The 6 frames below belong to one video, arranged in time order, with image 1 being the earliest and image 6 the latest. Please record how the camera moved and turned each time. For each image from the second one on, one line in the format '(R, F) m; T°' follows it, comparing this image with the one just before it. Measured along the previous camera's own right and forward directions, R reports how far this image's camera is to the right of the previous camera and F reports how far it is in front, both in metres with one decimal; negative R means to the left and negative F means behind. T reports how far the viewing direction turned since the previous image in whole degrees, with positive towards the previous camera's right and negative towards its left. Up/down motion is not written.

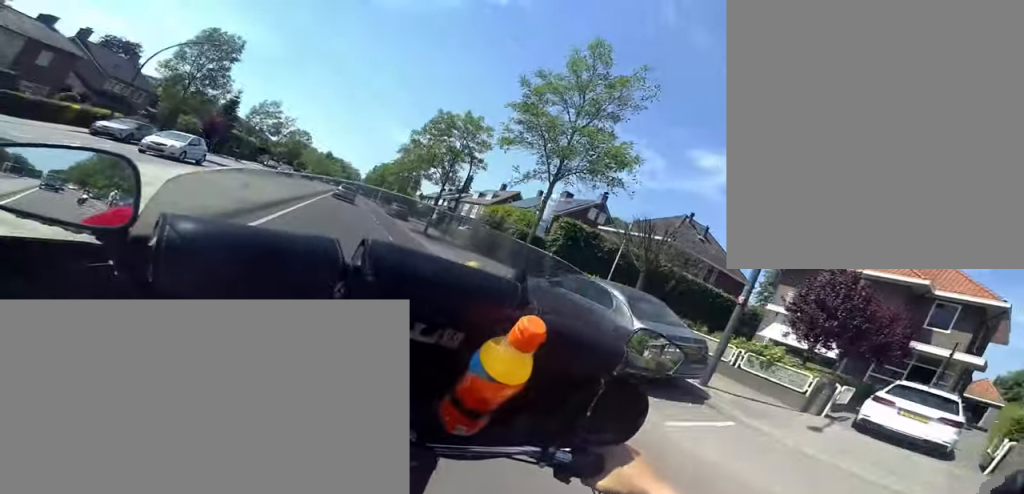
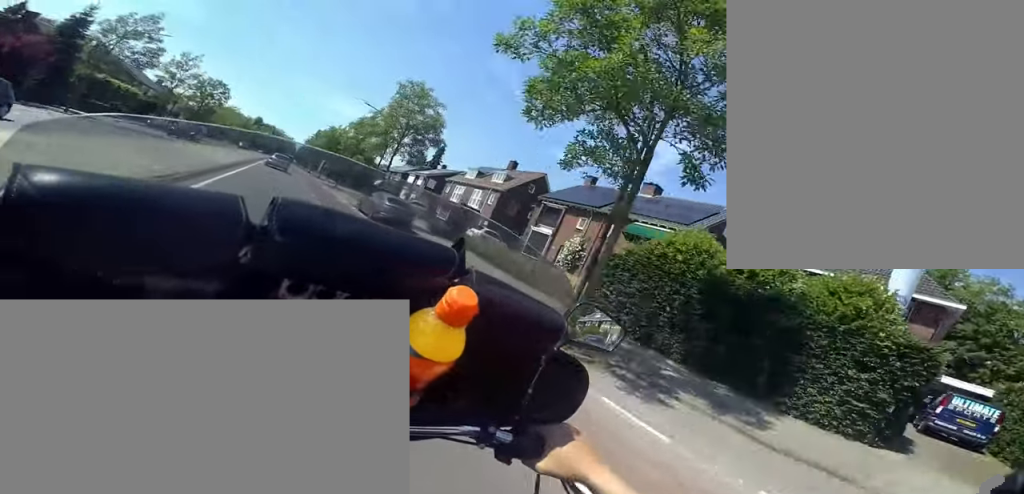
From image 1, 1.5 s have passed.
(-0.8, +18.9) m; 0°
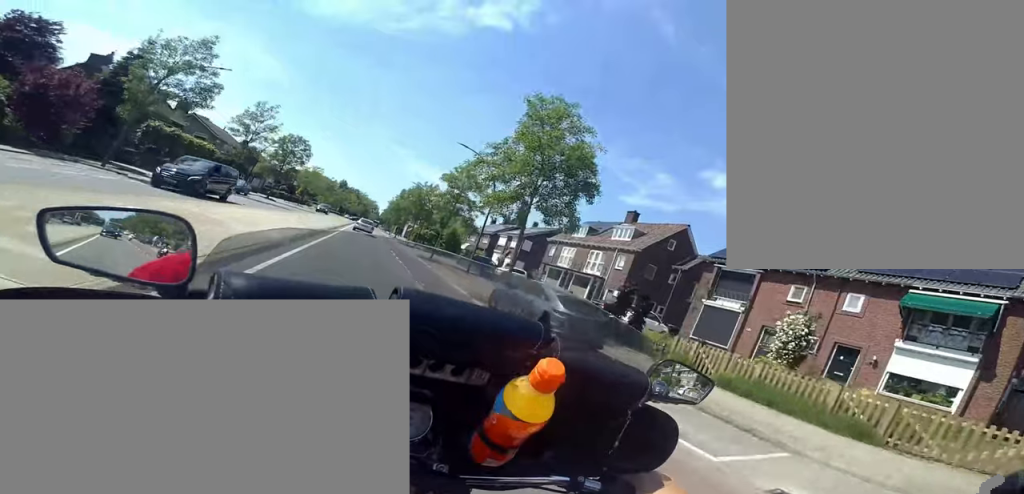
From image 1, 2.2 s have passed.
(+1.1, +8.9) m; 0°
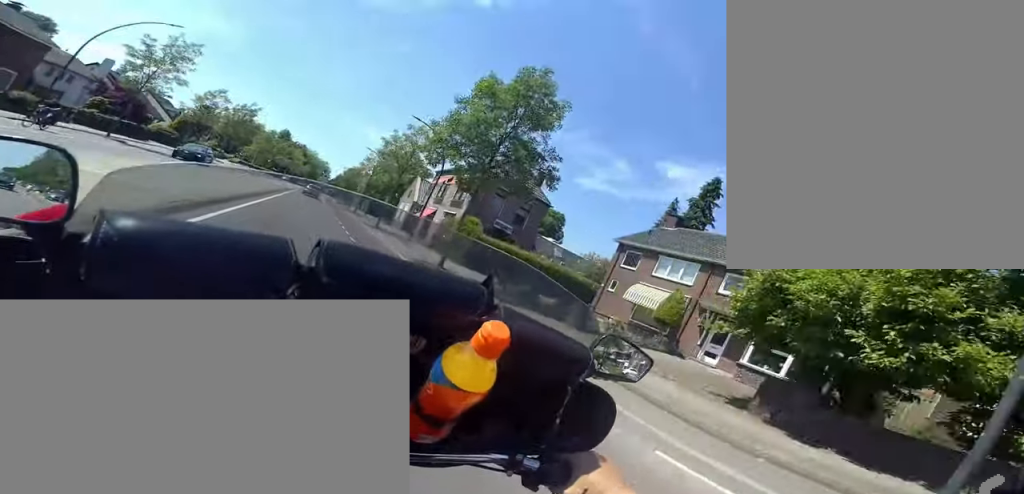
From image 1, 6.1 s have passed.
(-0.1, +48.2) m; 0°
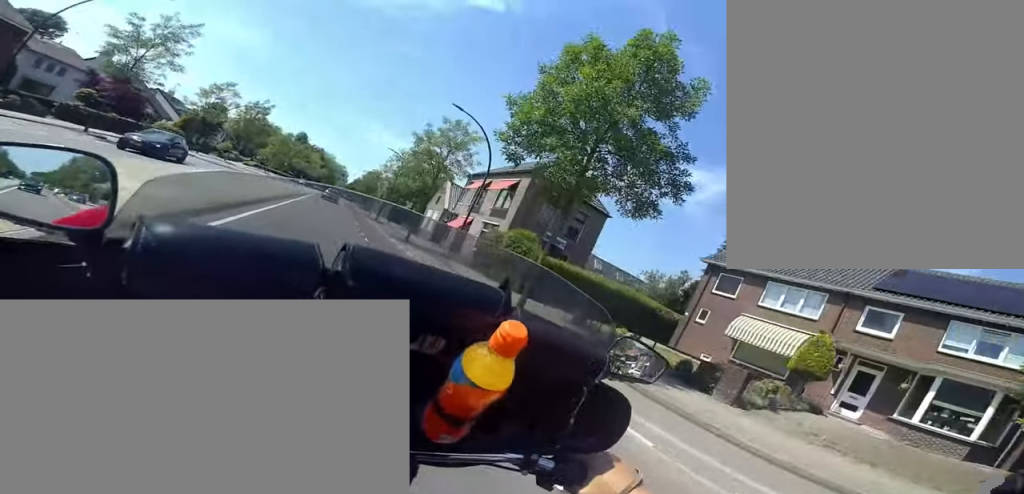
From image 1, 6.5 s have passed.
(+0.5, +5.7) m; 0°
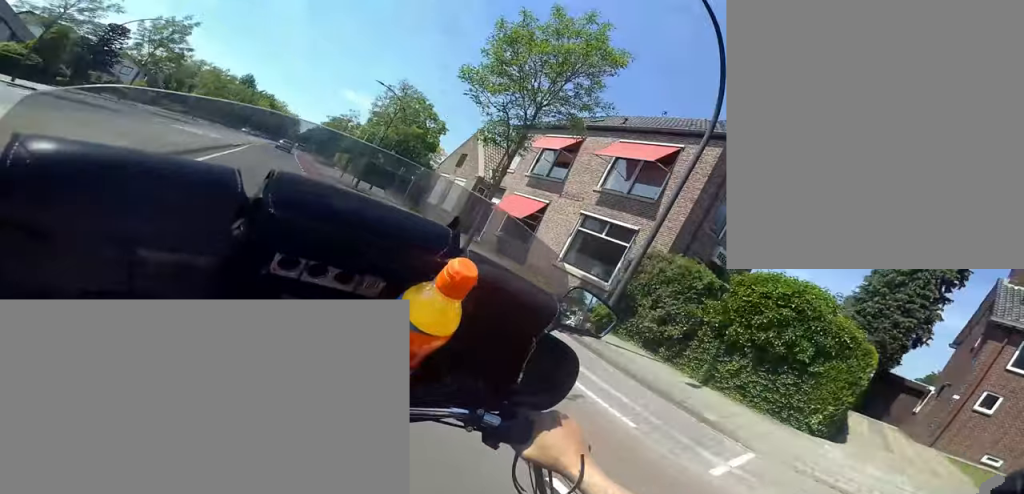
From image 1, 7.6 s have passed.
(-1.2, +14.4) m; 0°
